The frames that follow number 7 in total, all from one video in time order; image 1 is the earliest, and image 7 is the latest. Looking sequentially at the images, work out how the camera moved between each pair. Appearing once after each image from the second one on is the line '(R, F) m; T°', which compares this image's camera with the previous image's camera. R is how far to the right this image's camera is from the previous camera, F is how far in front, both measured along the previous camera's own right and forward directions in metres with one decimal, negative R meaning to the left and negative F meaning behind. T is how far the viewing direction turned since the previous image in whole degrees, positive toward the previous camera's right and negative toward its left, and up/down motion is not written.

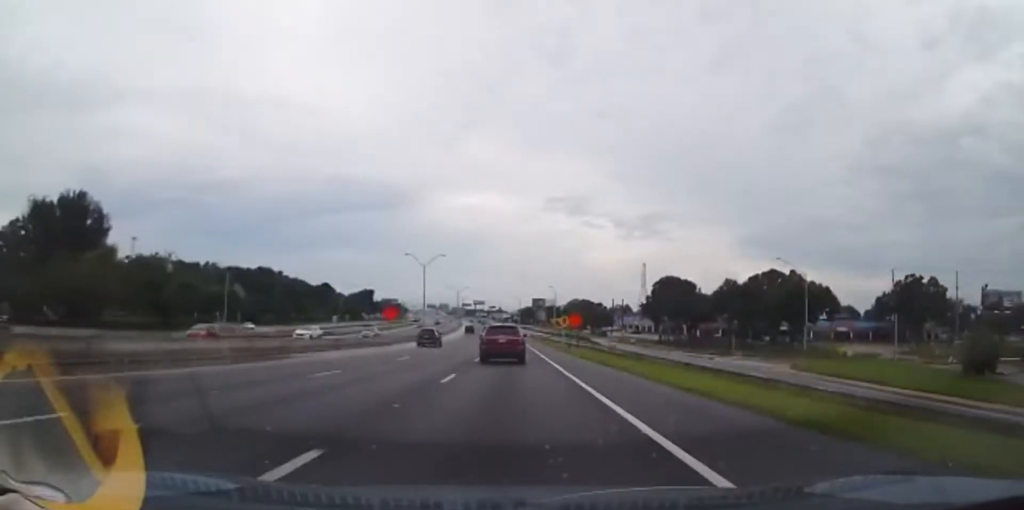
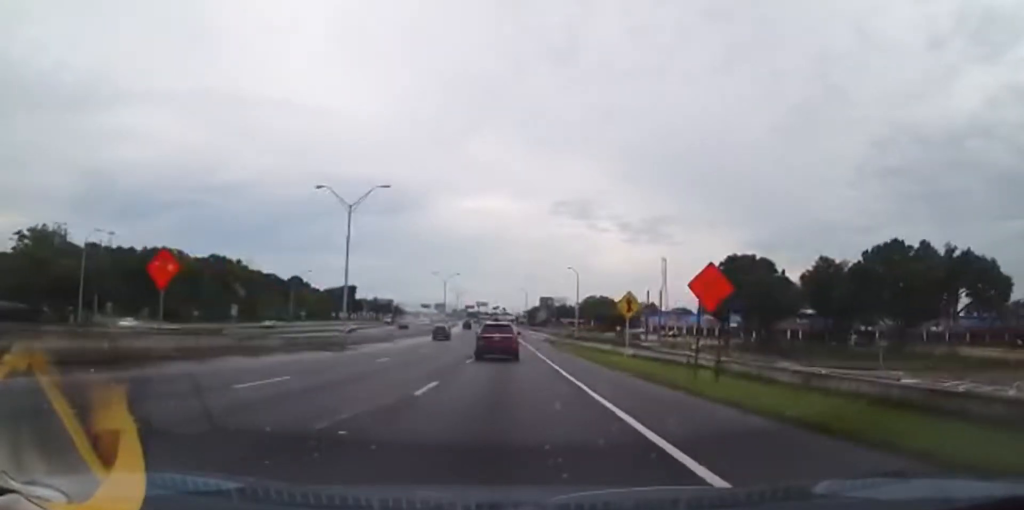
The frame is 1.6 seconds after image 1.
(-0.5, +40.6) m; -1°
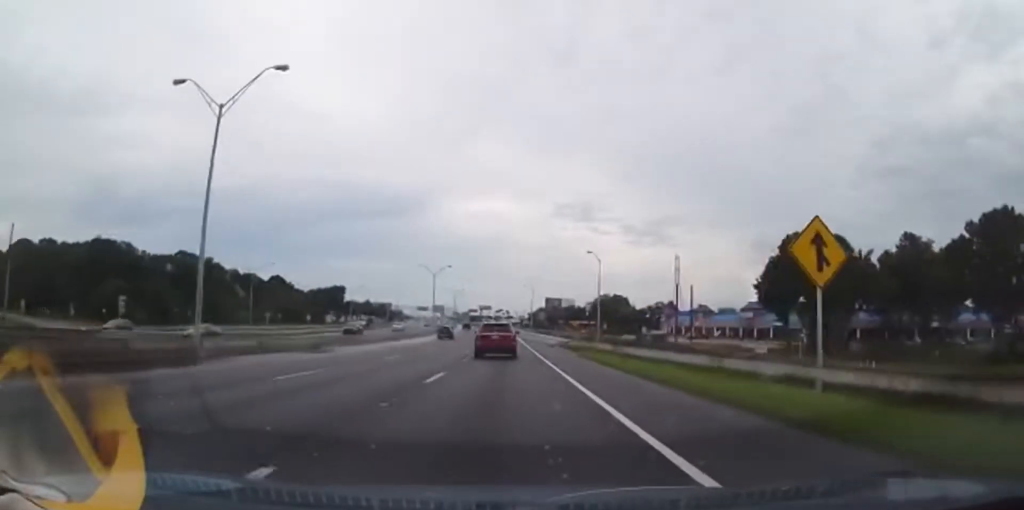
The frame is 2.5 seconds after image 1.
(+0.1, +21.6) m; 0°
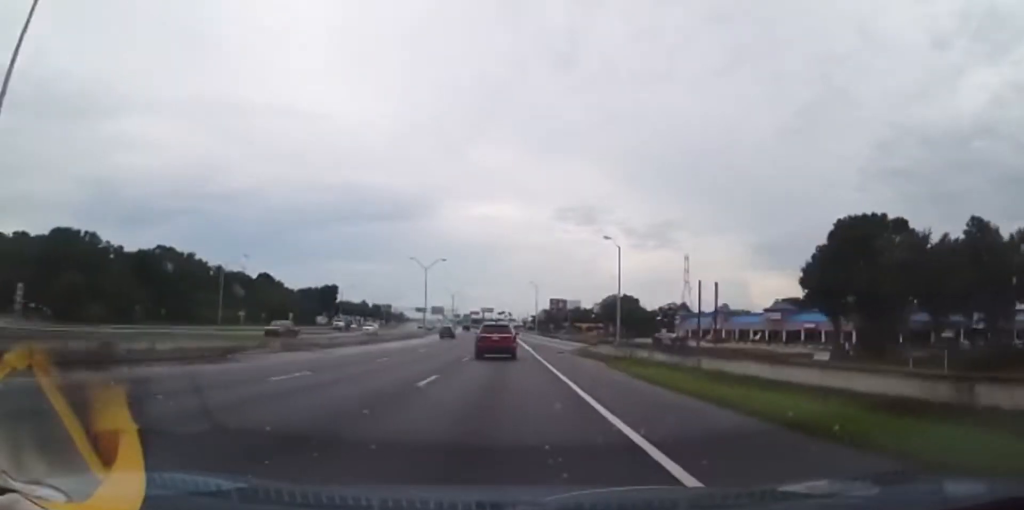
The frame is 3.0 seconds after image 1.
(0.0, +12.5) m; 0°
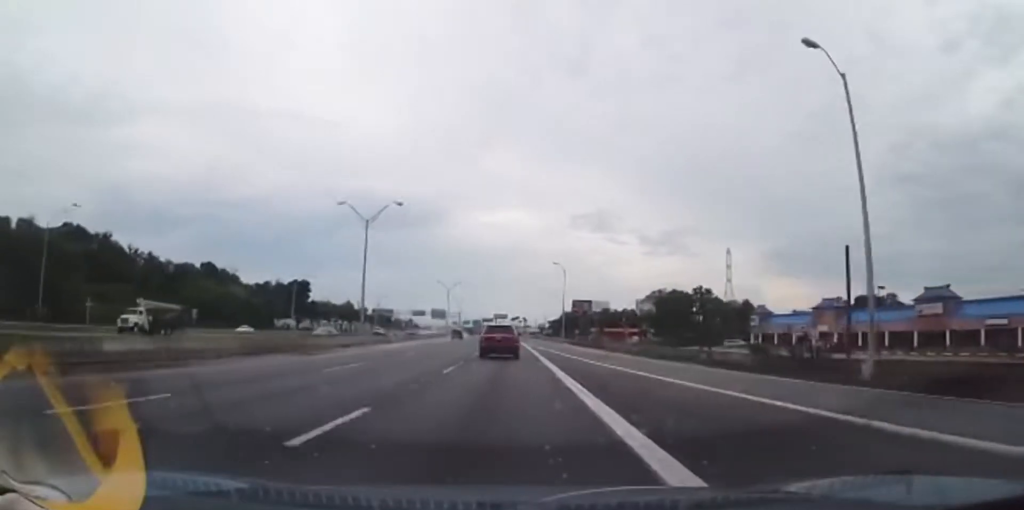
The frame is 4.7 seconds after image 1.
(-0.5, +43.4) m; -1°
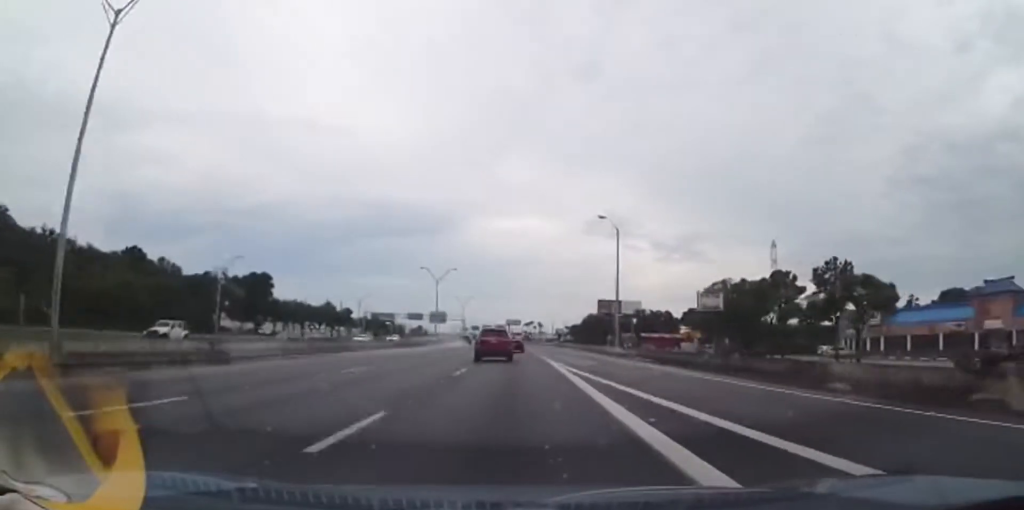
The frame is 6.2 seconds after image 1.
(-0.5, +36.4) m; -2°
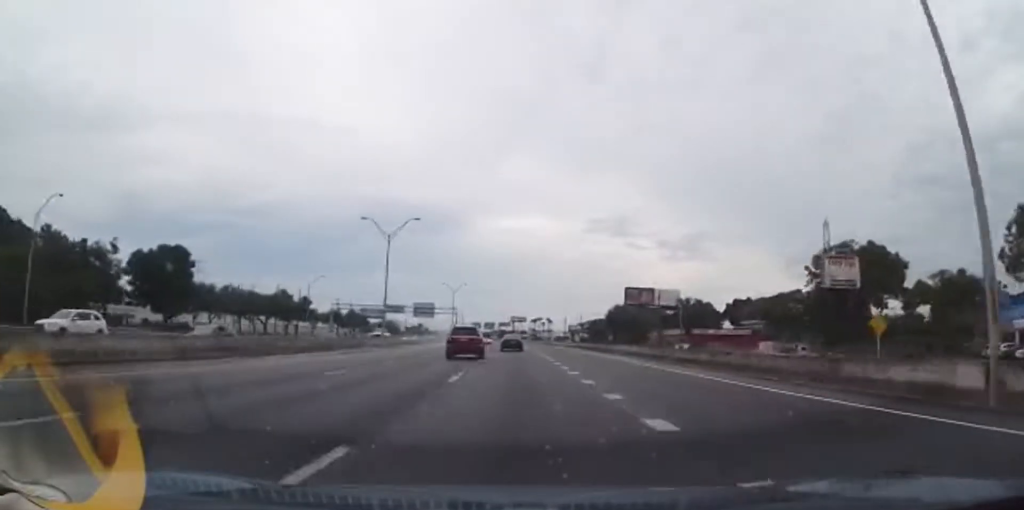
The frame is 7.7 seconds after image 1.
(-0.6, +39.6) m; -1°
